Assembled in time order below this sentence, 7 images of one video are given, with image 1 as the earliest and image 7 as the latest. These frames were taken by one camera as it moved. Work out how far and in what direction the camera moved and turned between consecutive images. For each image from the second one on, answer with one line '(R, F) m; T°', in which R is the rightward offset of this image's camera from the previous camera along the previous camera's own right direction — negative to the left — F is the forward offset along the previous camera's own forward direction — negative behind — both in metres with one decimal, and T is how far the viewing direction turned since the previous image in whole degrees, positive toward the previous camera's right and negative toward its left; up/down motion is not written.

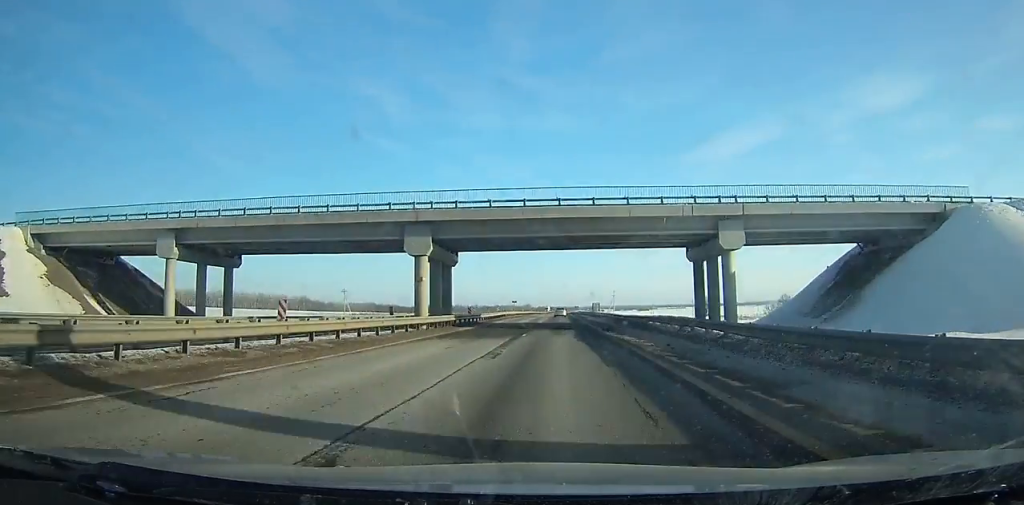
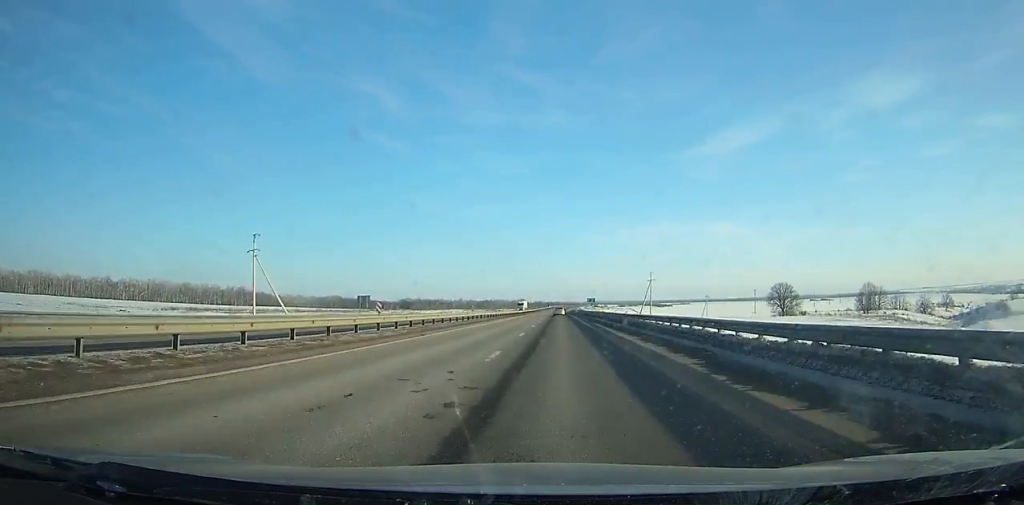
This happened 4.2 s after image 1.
(0.0, +130.7) m; 0°
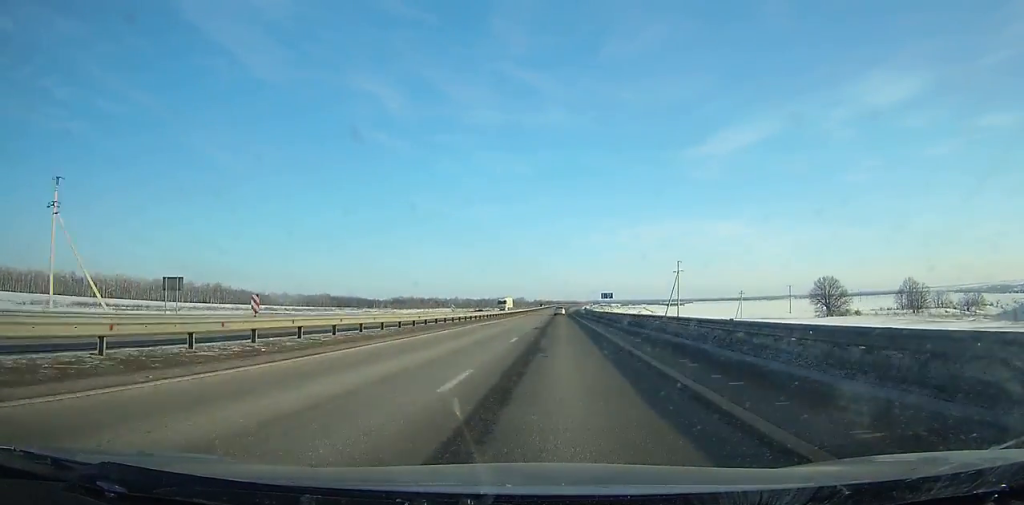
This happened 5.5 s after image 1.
(-0.1, +40.4) m; 0°
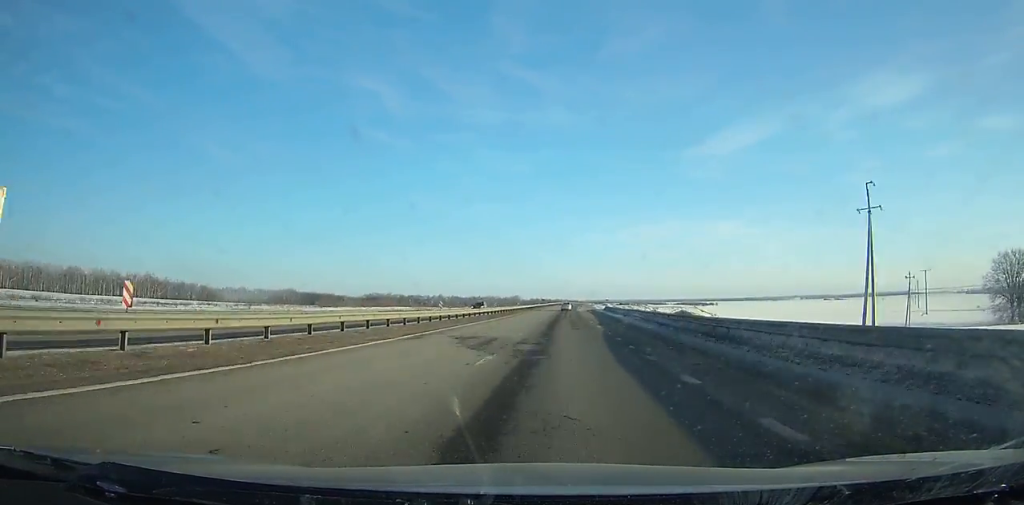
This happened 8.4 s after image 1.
(+0.3, +90.1) m; +1°
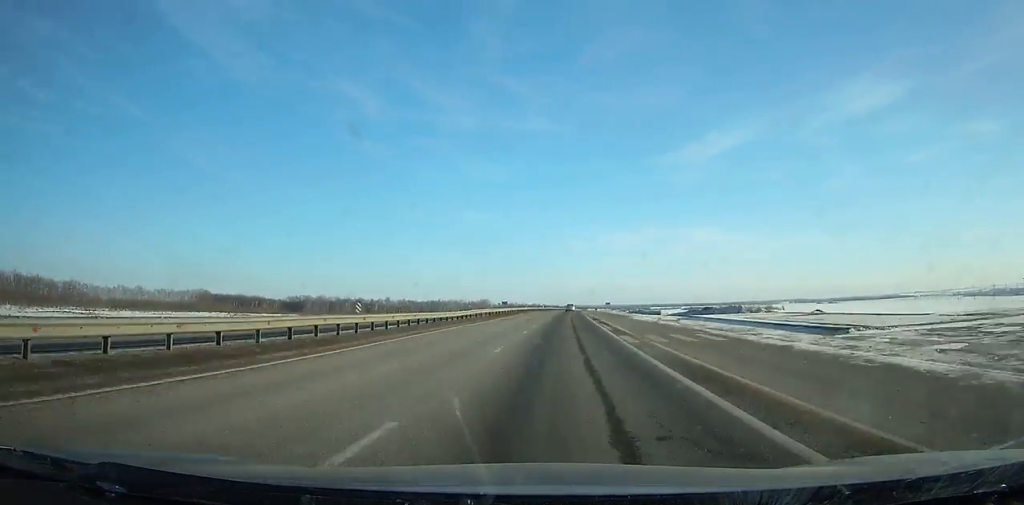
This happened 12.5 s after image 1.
(+1.6, +126.9) m; +2°
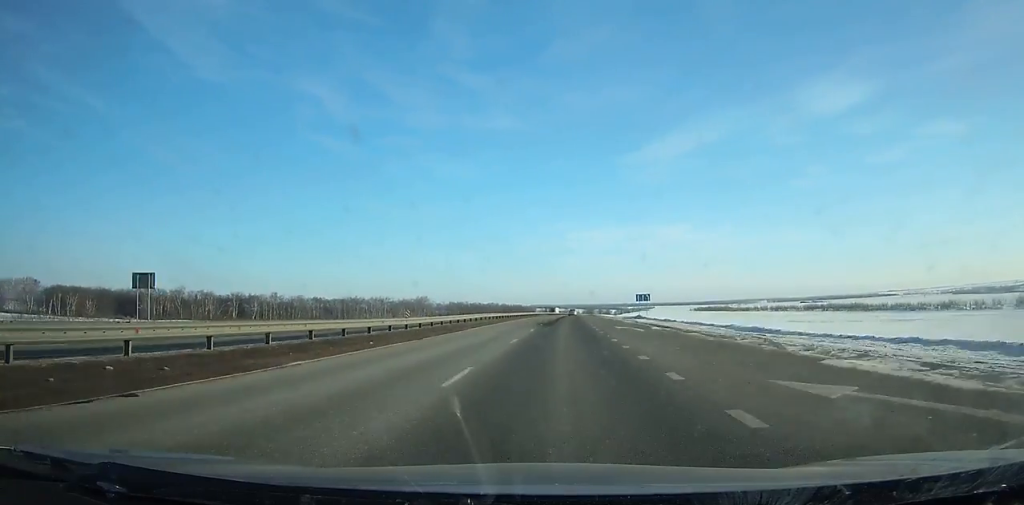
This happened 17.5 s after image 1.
(+4.5, +155.2) m; +3°
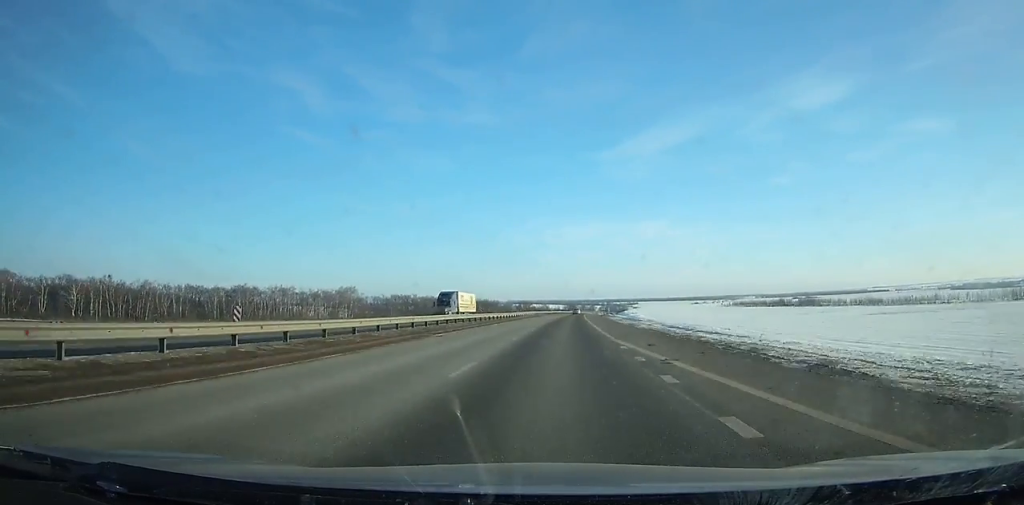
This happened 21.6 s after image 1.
(+2.5, +129.5) m; +3°
